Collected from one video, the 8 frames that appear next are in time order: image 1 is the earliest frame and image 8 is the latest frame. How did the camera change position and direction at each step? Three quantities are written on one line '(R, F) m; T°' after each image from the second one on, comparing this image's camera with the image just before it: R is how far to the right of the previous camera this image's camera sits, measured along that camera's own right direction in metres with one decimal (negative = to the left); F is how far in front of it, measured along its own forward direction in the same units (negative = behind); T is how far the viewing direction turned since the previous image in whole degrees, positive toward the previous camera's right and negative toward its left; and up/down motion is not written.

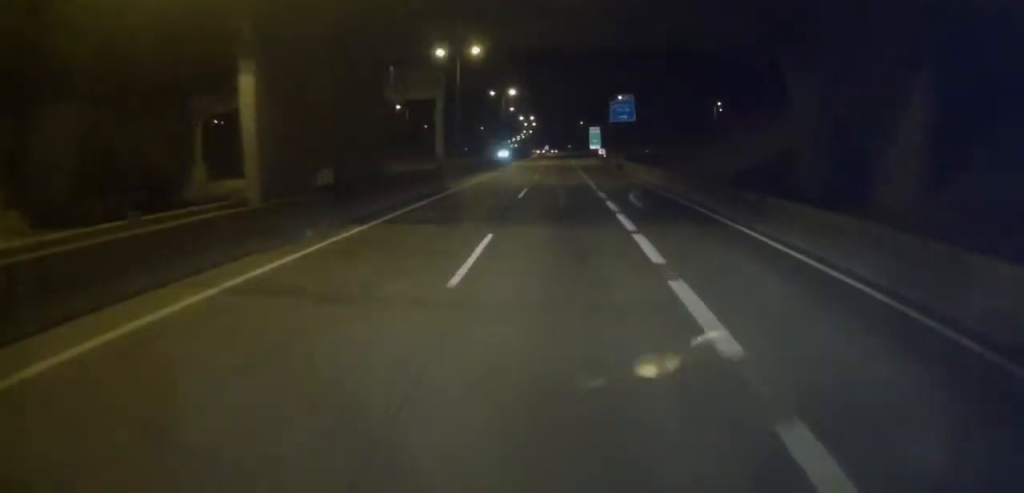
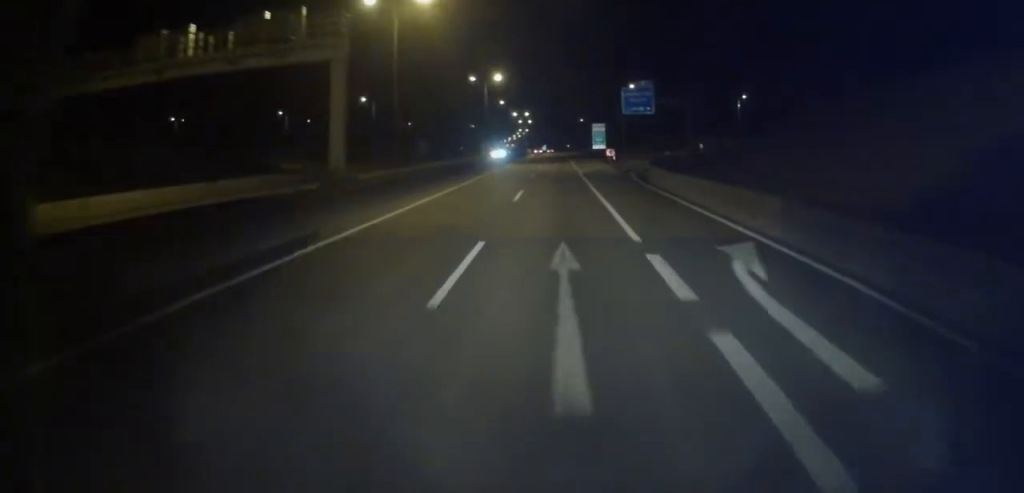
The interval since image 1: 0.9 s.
(+0.2, +19.0) m; +1°
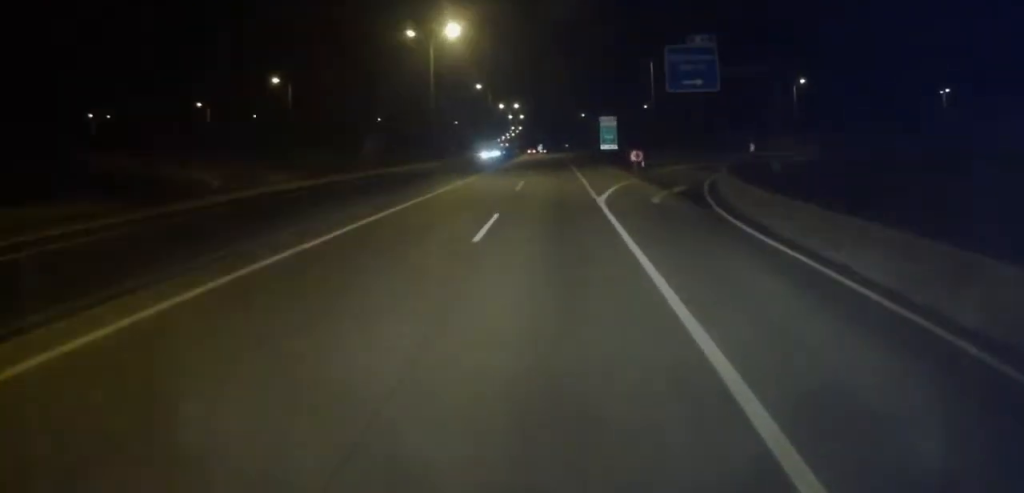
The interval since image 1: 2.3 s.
(+0.1, +32.0) m; 0°
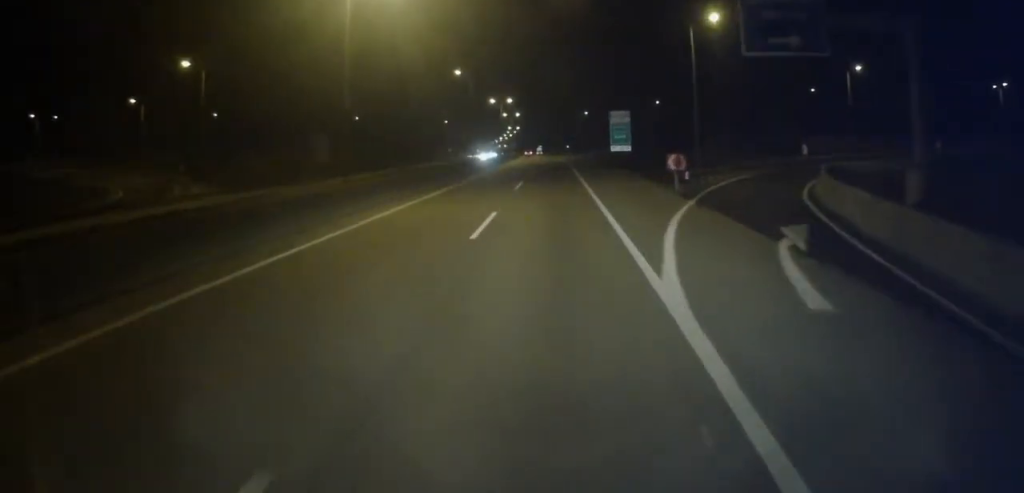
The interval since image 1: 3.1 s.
(0.0, +17.8) m; 0°
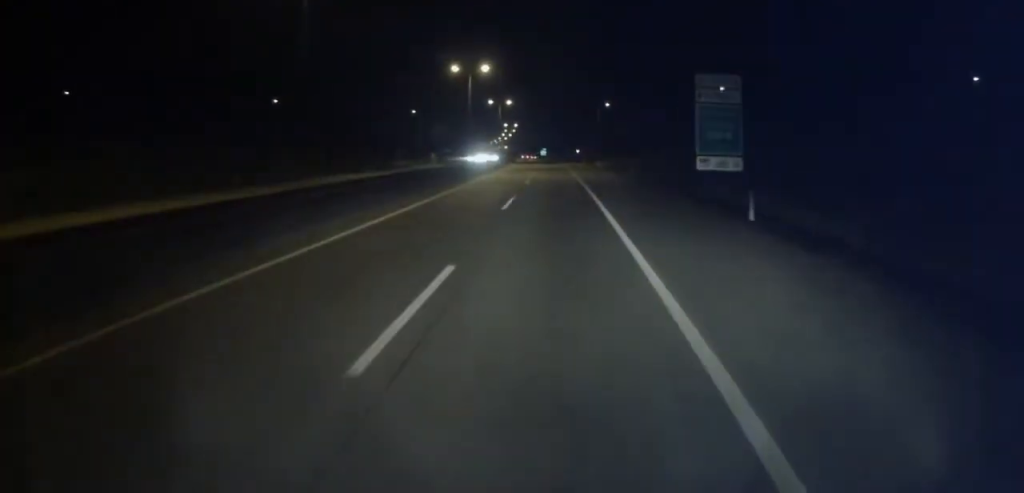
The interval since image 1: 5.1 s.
(0.0, +41.6) m; -1°
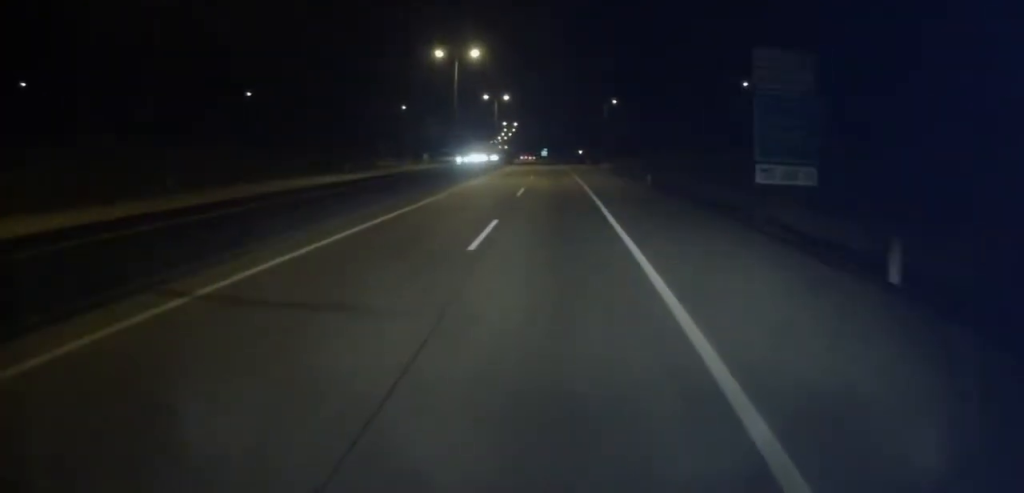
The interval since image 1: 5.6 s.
(-0.1, +8.5) m; 0°
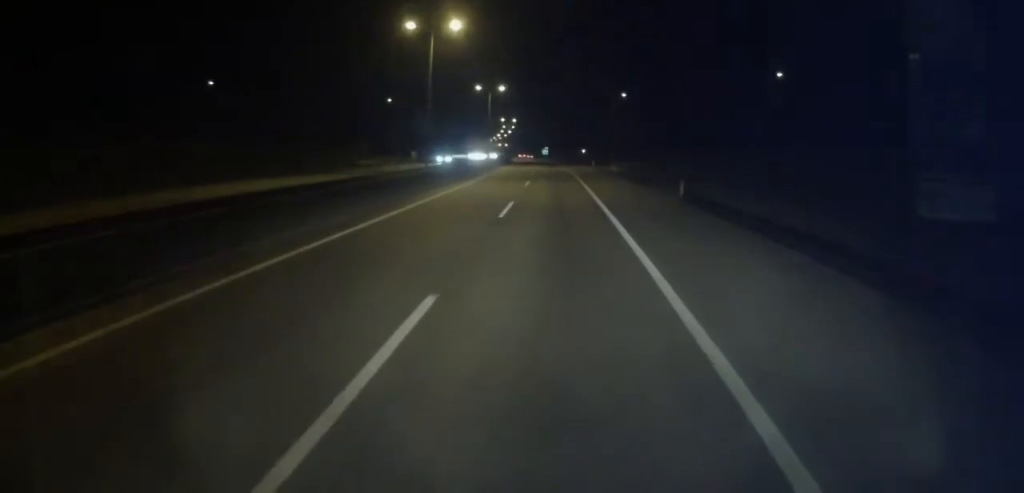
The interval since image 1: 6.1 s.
(0.0, +9.9) m; 0°
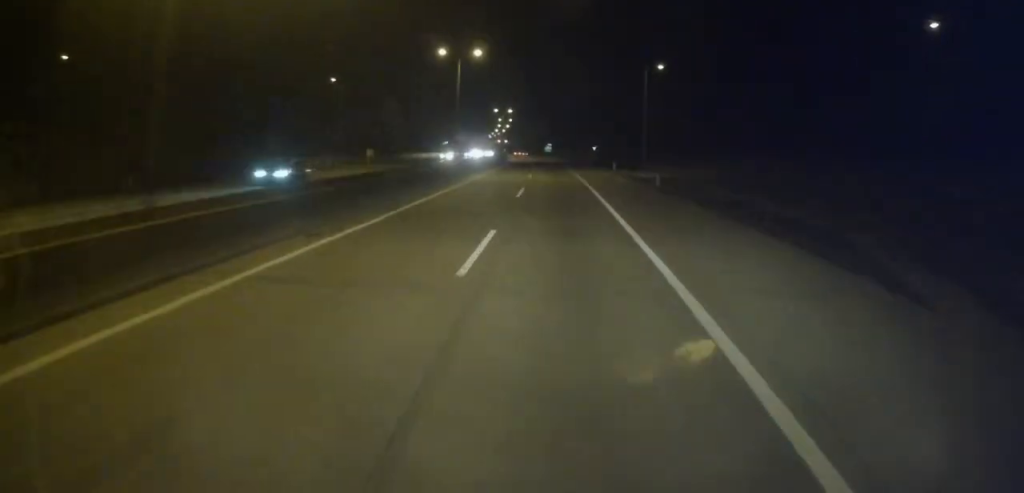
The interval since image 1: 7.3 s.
(-0.1, +28.4) m; 0°
